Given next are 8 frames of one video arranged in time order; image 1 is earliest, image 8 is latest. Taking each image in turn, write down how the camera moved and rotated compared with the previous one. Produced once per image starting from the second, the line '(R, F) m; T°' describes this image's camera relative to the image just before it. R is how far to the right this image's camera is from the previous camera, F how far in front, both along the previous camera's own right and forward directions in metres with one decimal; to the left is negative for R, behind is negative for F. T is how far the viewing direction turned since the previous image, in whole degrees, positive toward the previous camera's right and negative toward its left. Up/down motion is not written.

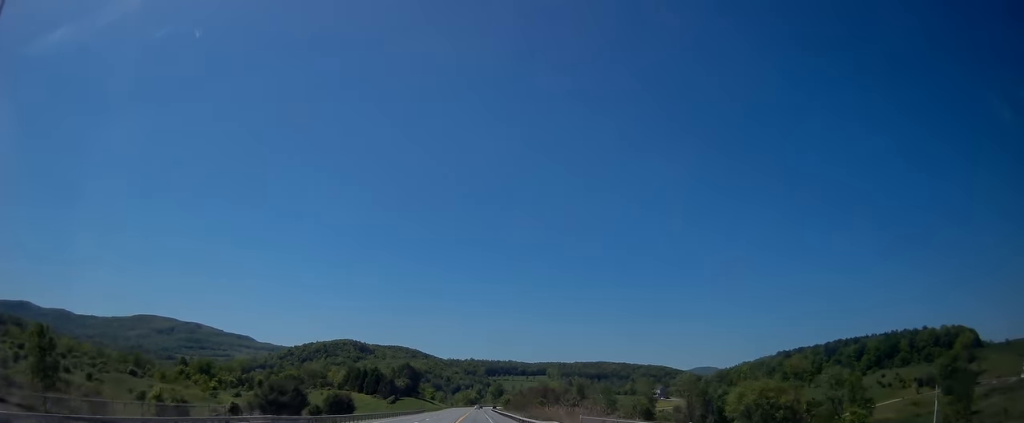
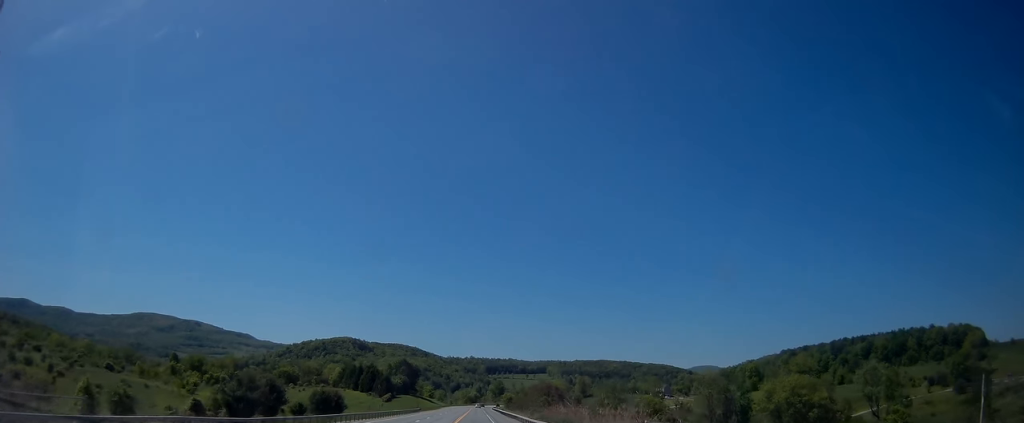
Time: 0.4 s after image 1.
(+0.1, +10.8) m; 0°
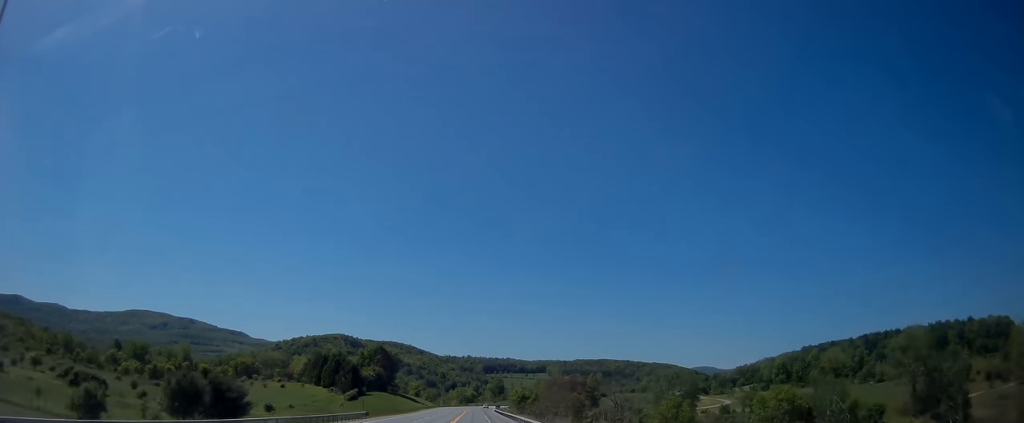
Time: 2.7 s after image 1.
(-0.3, +57.4) m; 0°
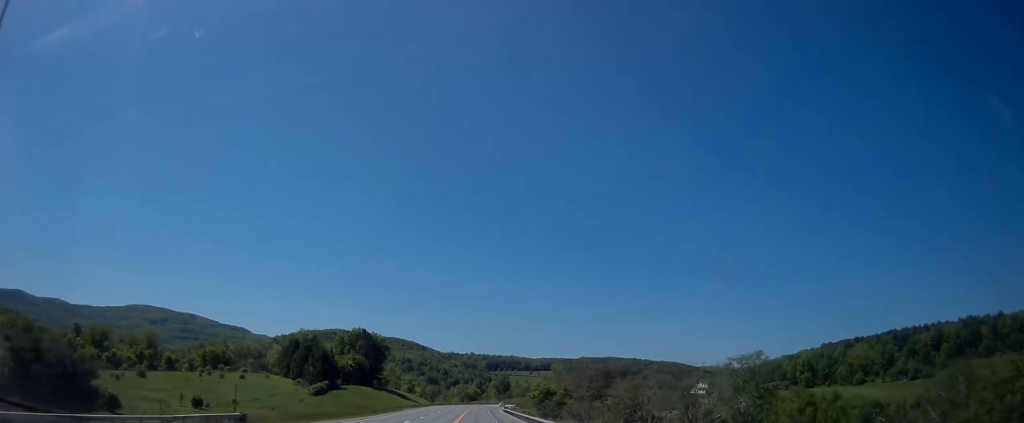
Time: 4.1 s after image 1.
(0.0, +36.5) m; 0°
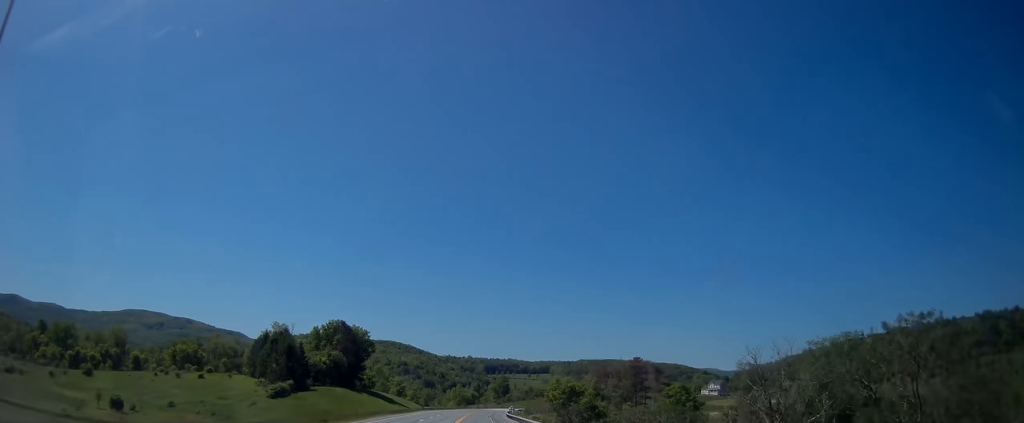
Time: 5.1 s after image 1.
(0.0, +23.8) m; 0°
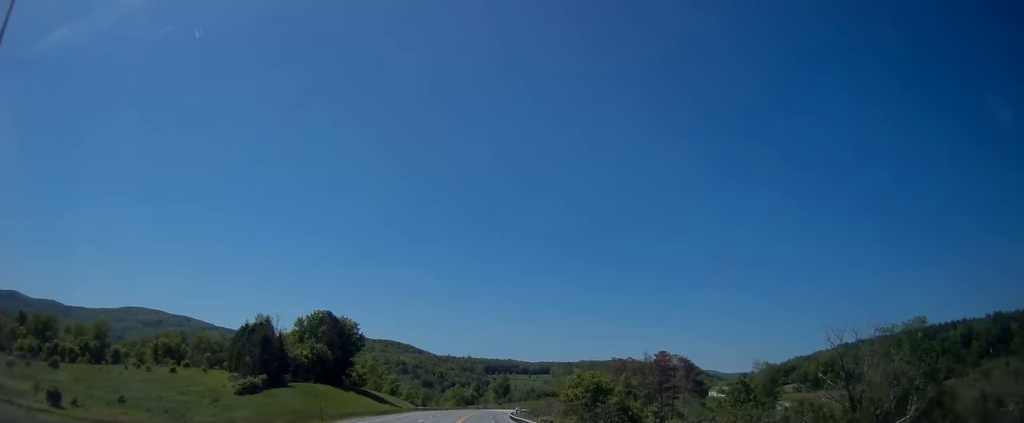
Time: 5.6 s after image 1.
(0.0, +13.6) m; 0°
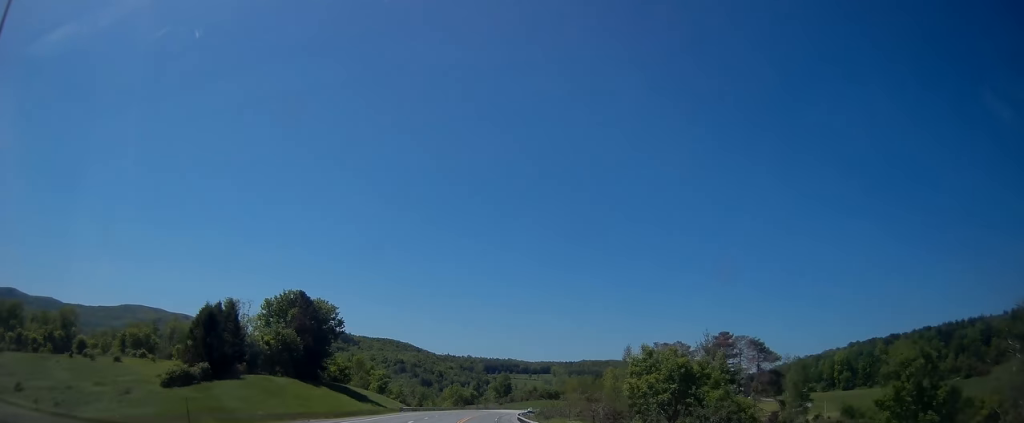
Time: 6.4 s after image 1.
(0.0, +21.2) m; 0°
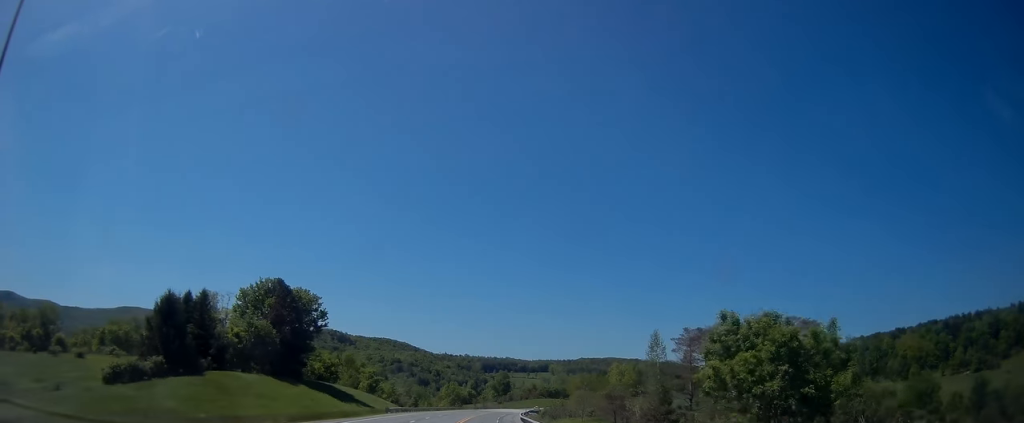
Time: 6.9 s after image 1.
(0.0, +11.0) m; 0°
